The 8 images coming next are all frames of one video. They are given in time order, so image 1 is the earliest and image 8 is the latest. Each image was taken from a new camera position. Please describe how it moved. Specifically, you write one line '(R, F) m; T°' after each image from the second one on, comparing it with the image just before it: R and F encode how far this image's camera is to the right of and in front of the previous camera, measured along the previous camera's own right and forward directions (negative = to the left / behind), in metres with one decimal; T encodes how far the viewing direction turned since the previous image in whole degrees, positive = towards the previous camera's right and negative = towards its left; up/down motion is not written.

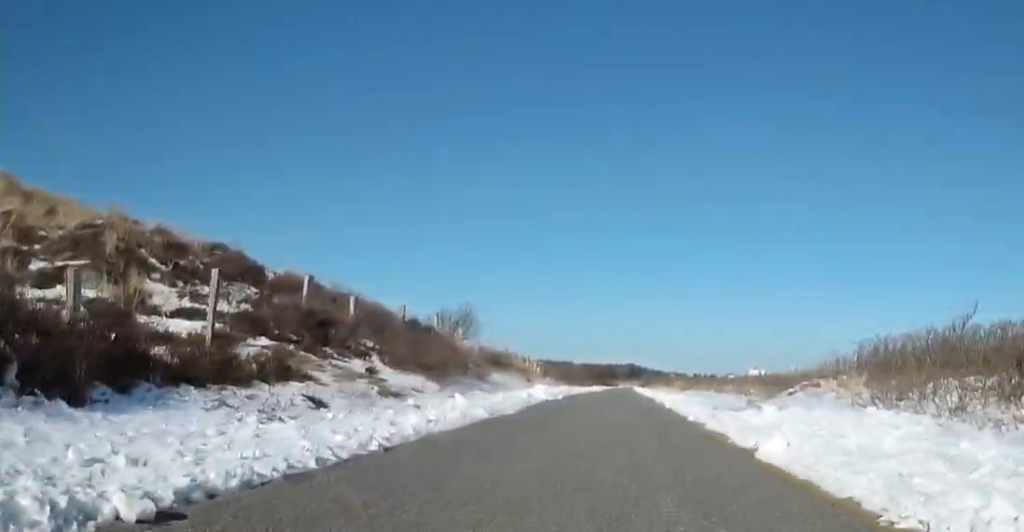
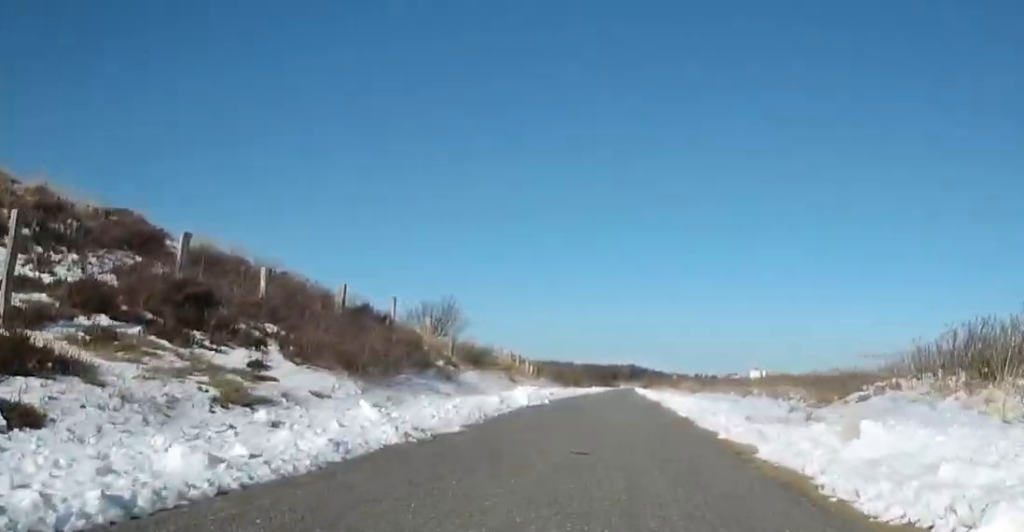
(-0.1, +3.9) m; +2°
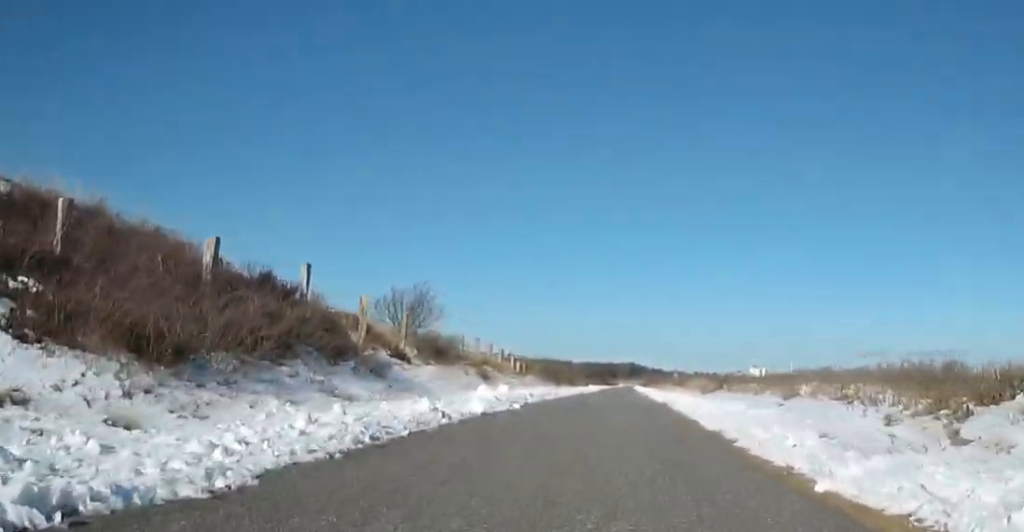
(+0.4, +4.3) m; +6°
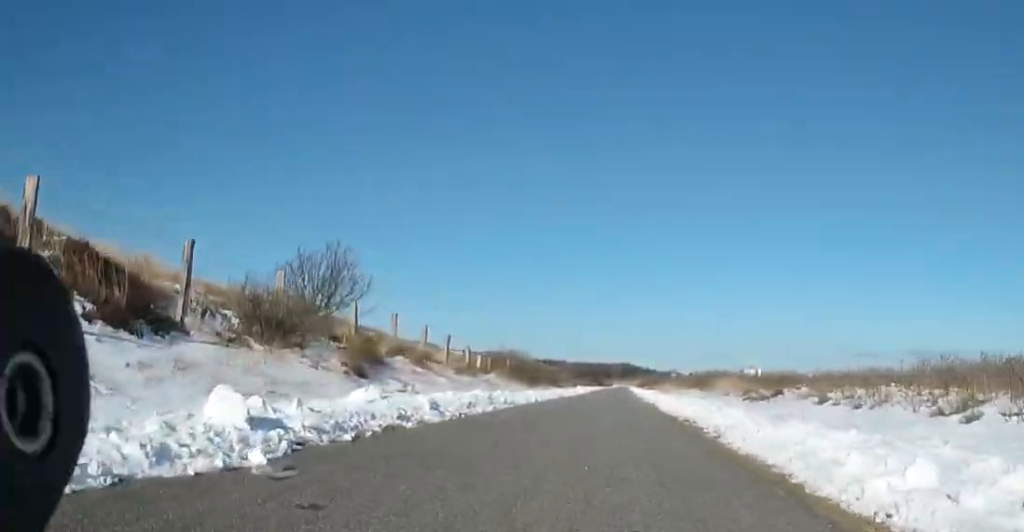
(+0.1, +8.3) m; +1°
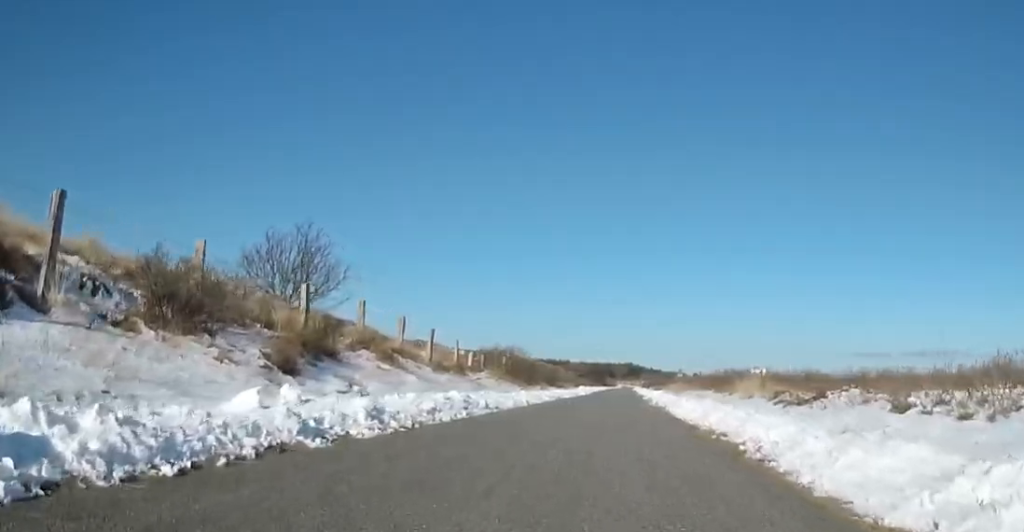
(0.0, +2.5) m; 0°
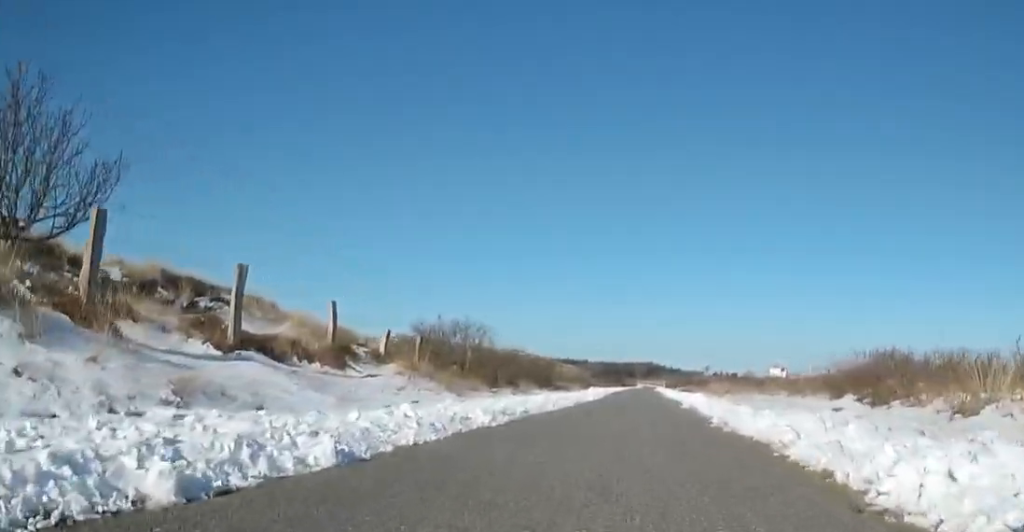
(0.0, +10.8) m; 0°
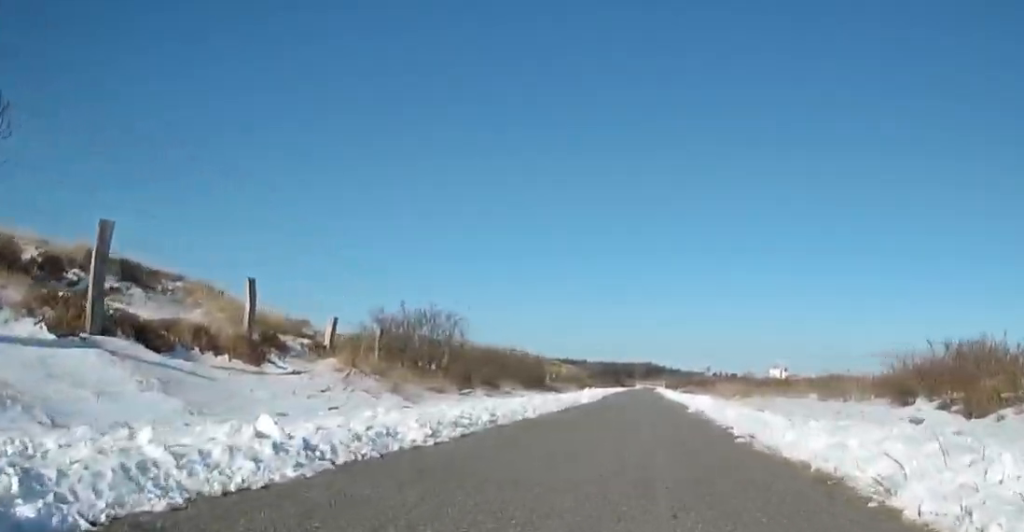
(0.0, +2.5) m; 0°
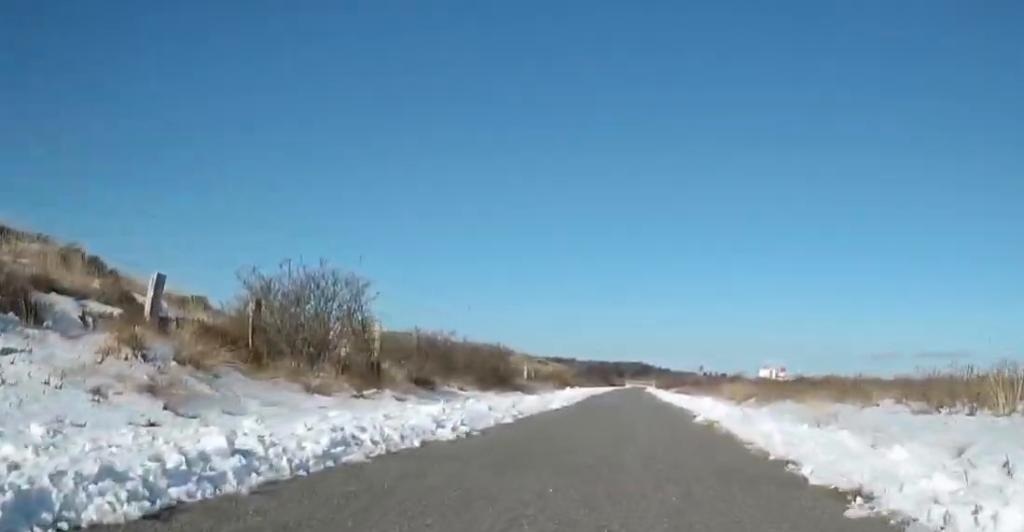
(0.0, +4.3) m; 0°
